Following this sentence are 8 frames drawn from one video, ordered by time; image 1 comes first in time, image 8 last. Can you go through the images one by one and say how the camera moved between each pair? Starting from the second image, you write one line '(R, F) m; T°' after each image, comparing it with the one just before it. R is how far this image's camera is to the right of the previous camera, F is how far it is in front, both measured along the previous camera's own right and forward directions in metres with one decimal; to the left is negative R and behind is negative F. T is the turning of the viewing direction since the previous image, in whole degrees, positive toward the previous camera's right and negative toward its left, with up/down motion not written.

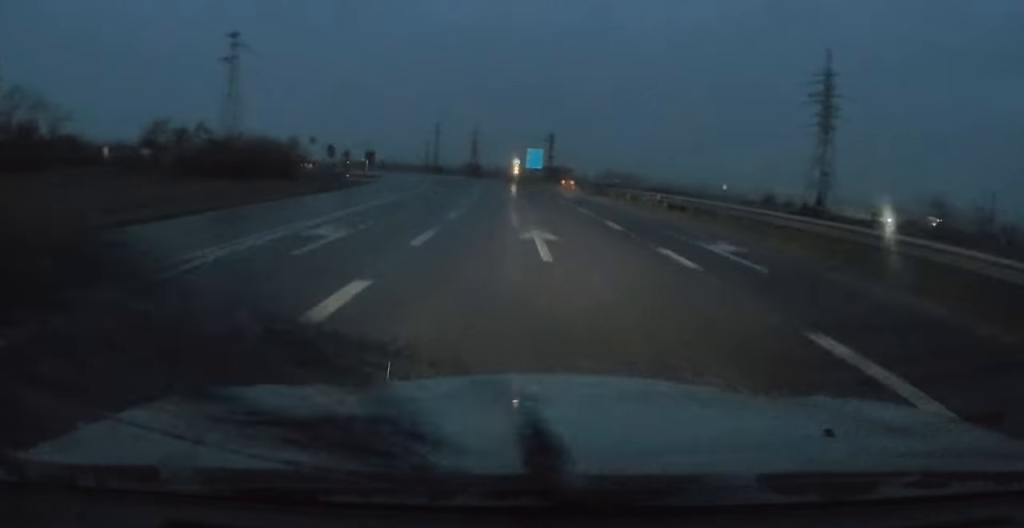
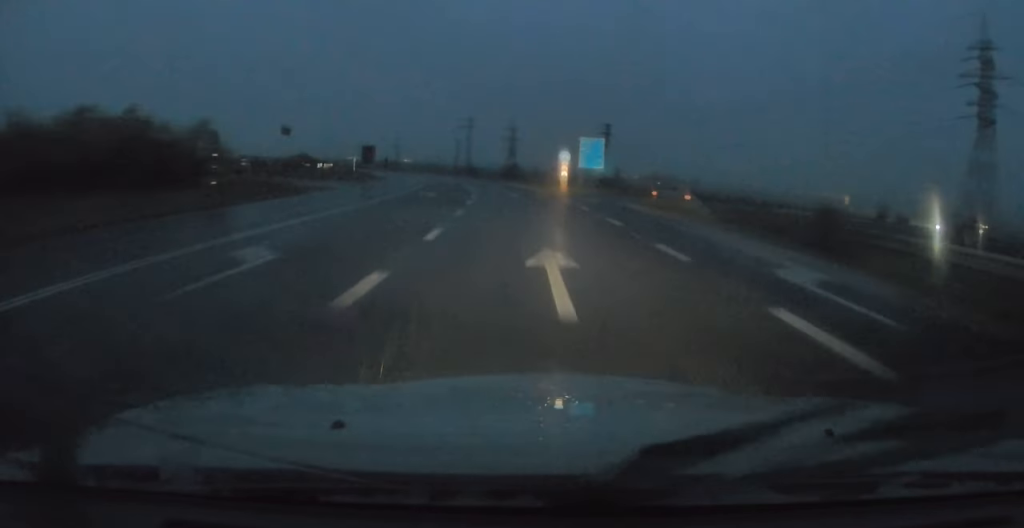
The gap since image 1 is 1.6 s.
(-0.9, +28.7) m; -4°
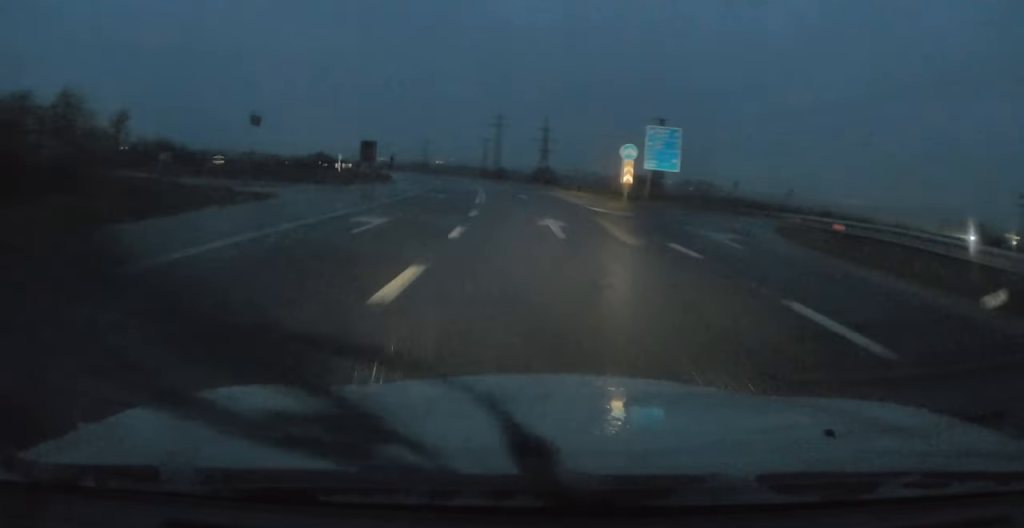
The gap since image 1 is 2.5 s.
(-0.4, +17.3) m; -2°
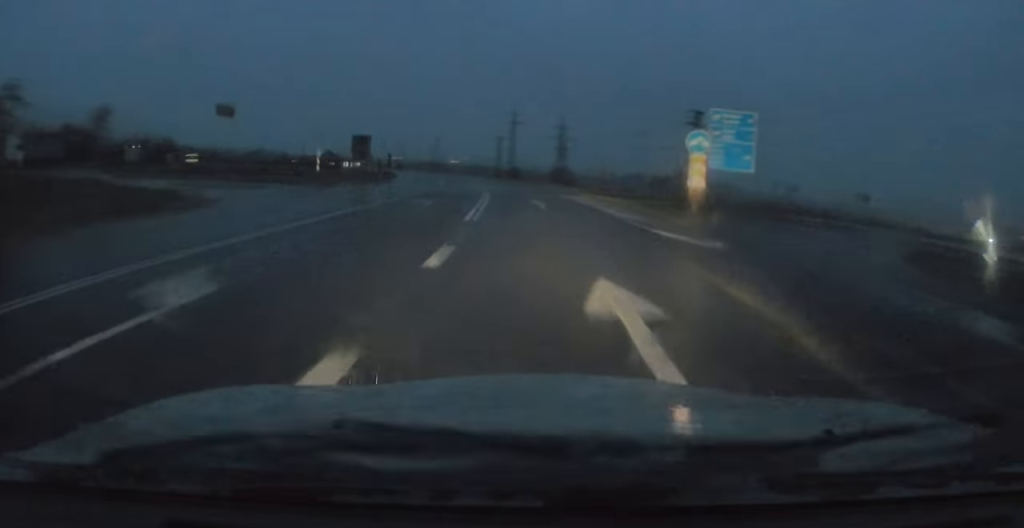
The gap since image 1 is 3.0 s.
(-0.2, +10.0) m; -1°
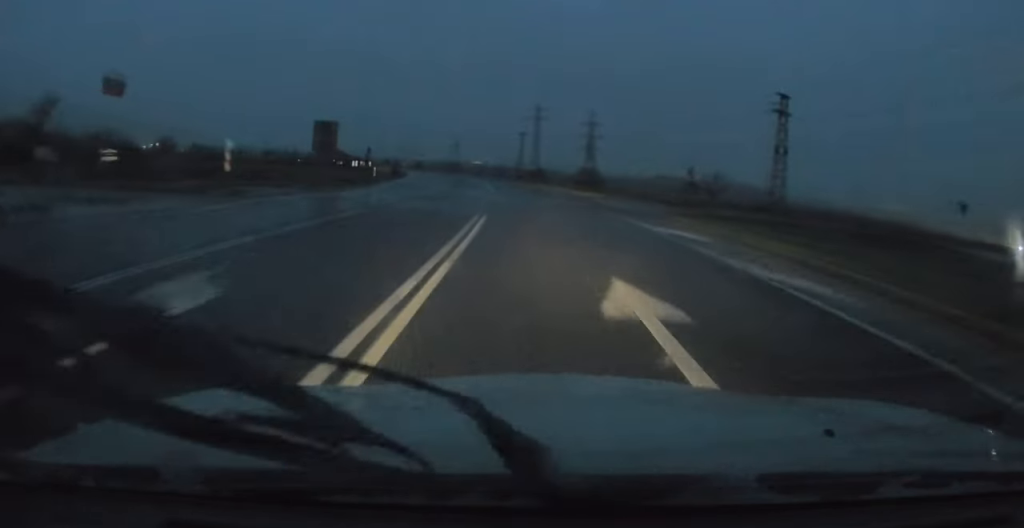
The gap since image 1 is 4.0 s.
(-0.3, +18.1) m; -2°
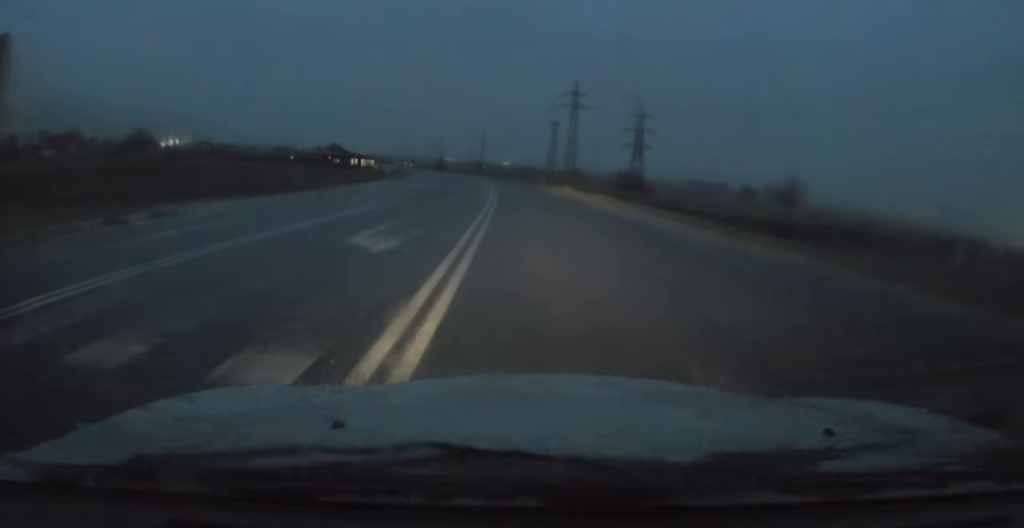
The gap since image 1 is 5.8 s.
(-0.5, +34.3) m; -2°
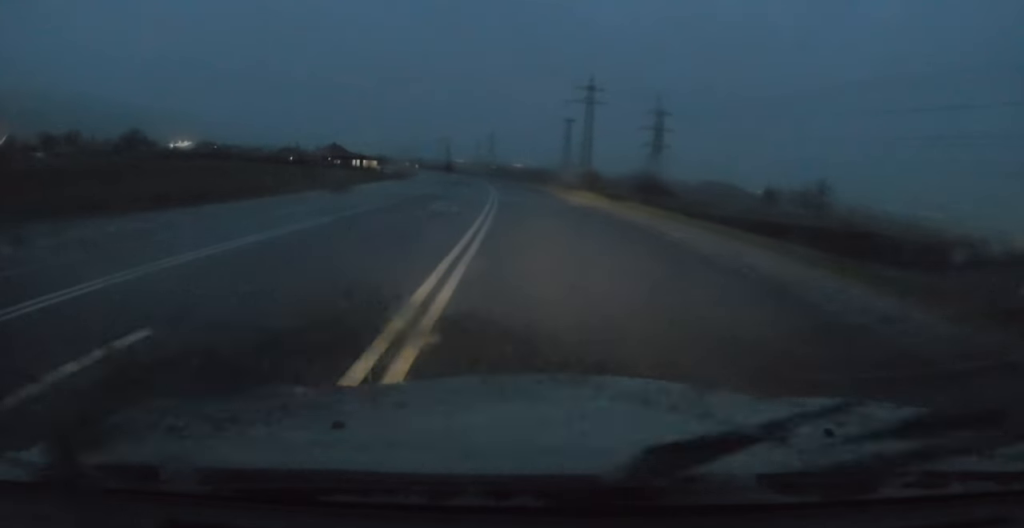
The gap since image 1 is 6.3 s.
(-0.2, +9.6) m; -1°
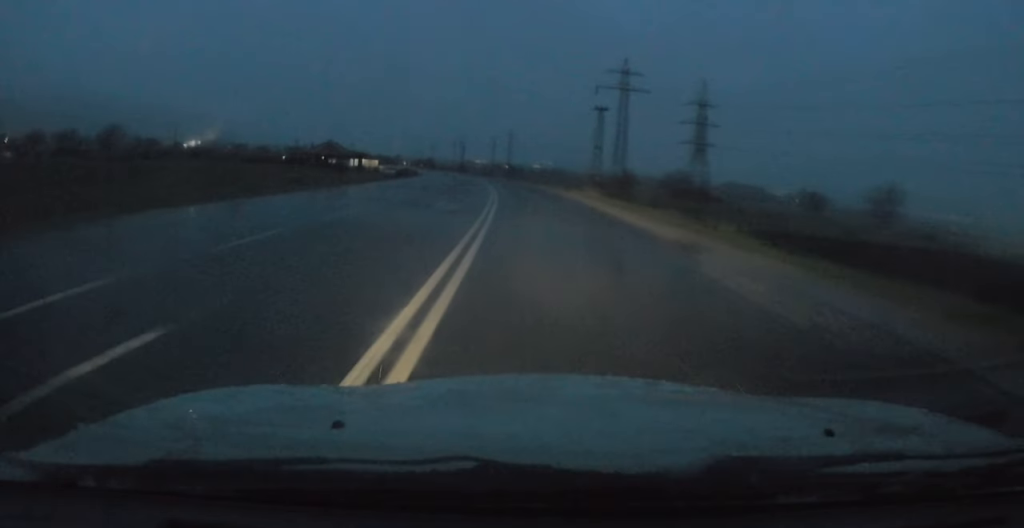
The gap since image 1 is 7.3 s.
(-0.3, +19.8) m; -2°
